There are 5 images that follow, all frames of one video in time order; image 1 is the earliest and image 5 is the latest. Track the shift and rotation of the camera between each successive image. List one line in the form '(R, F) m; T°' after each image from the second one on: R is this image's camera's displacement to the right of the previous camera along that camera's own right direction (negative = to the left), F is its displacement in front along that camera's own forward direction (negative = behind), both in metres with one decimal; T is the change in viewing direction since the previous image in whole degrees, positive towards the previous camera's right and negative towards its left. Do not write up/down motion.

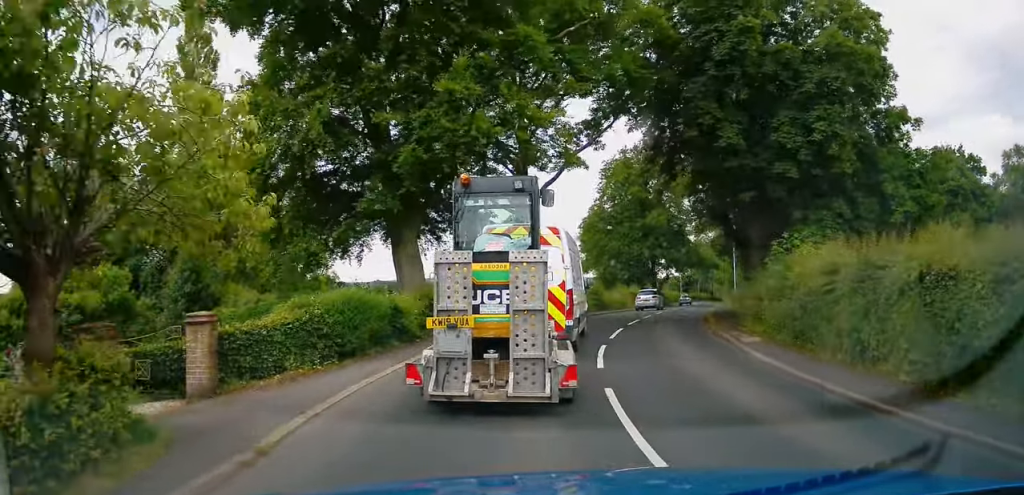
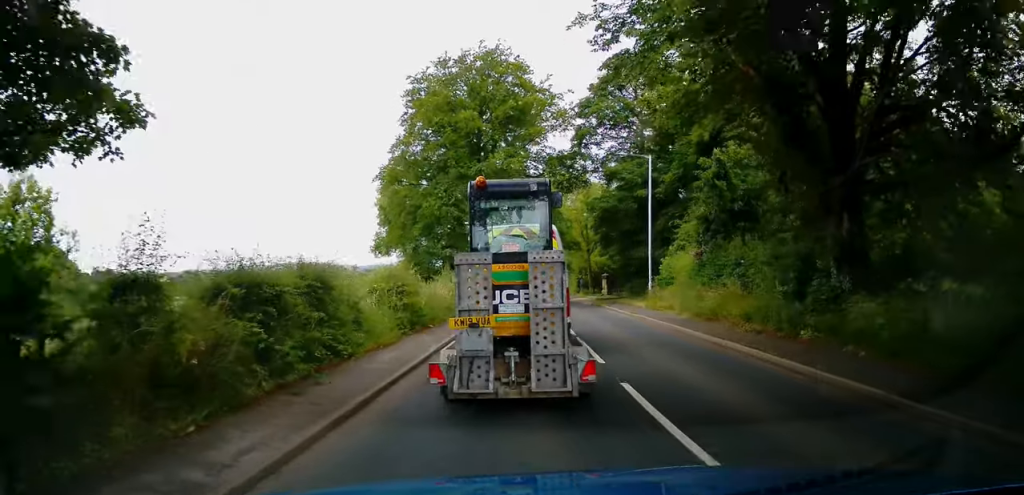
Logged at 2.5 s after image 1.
(+3.3, +23.7) m; +16°
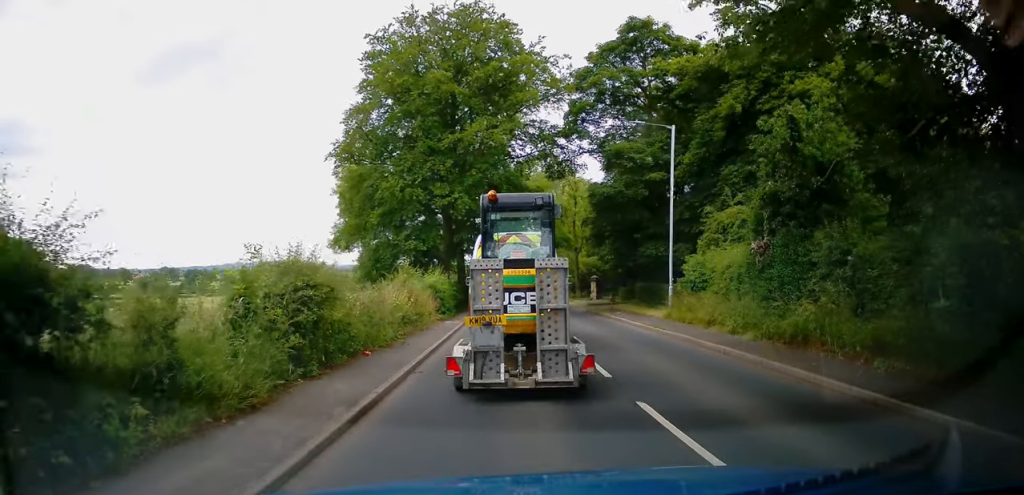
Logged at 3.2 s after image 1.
(+0.3, +7.0) m; +4°
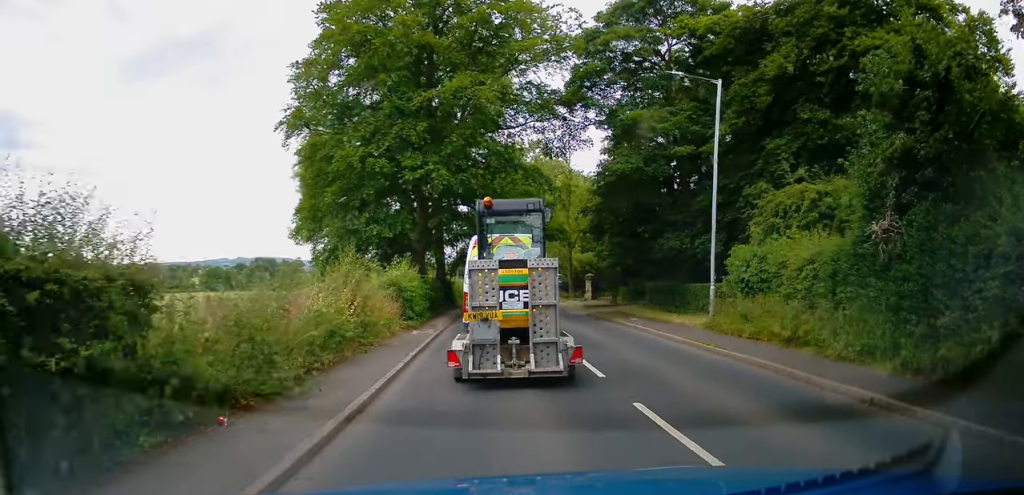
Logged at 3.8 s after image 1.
(0.0, +6.0) m; +3°
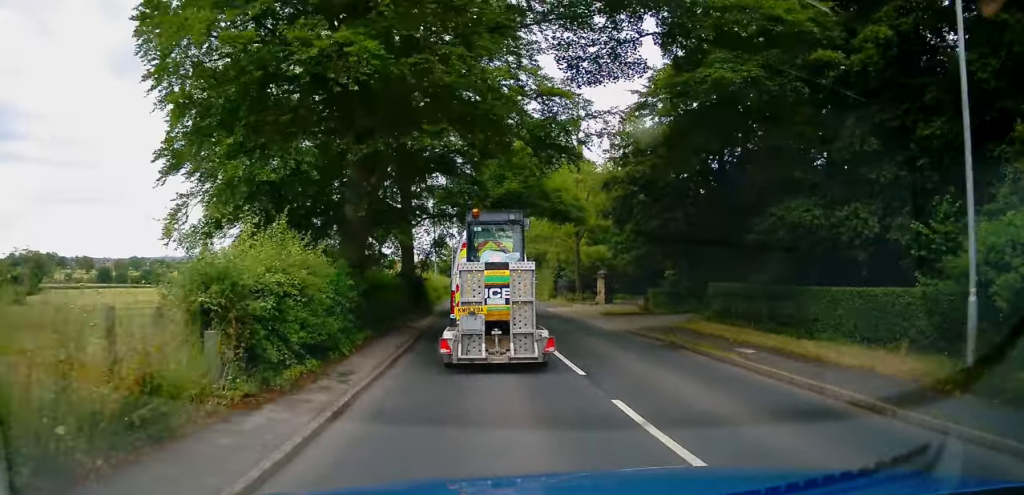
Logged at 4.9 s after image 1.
(+0.5, +11.1) m; 0°
